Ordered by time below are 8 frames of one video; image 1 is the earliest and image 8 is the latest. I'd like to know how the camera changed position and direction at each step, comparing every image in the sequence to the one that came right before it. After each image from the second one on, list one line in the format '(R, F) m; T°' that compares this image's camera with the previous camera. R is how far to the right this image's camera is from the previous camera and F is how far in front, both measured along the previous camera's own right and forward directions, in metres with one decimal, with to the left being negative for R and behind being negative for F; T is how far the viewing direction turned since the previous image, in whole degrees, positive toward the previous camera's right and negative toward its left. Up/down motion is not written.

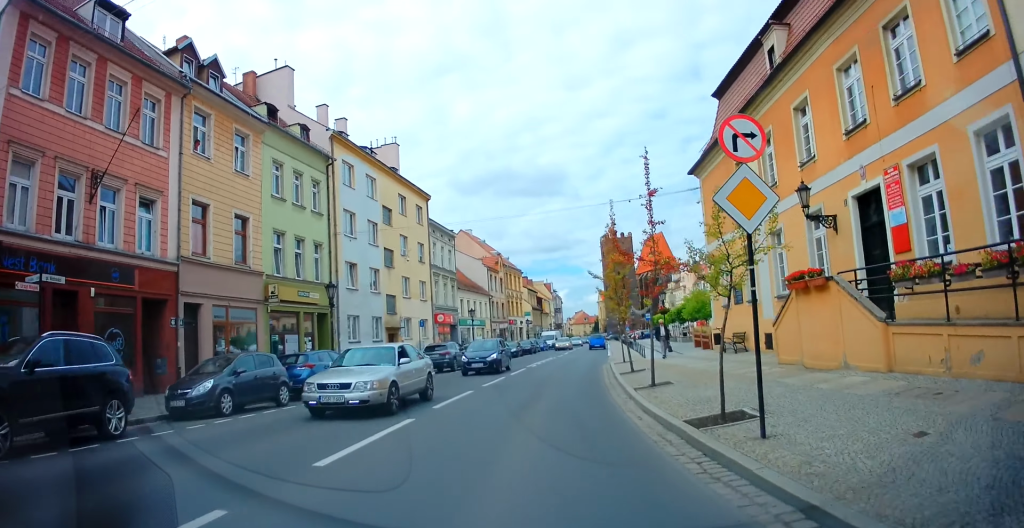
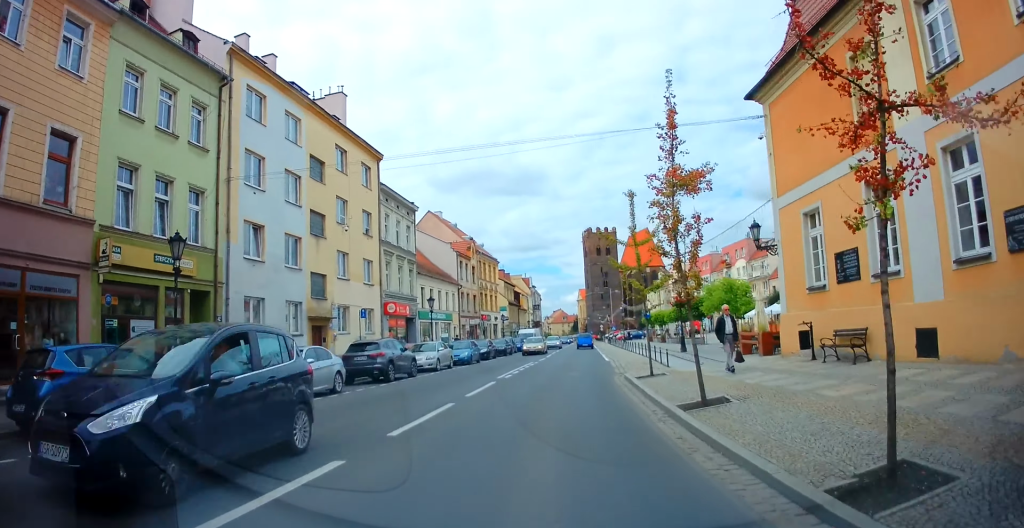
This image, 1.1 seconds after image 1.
(-0.2, +9.9) m; +1°
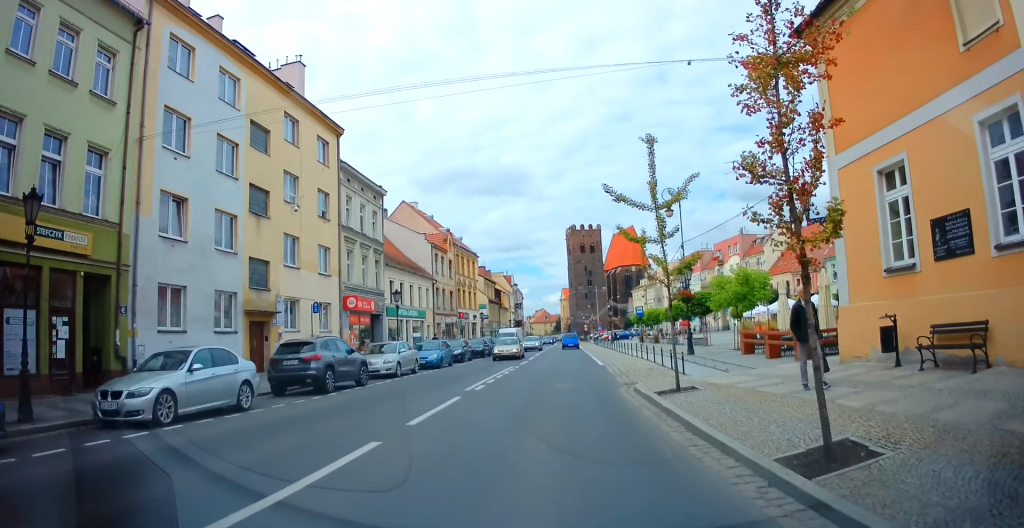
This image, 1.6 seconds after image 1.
(-0.2, +4.7) m; +2°
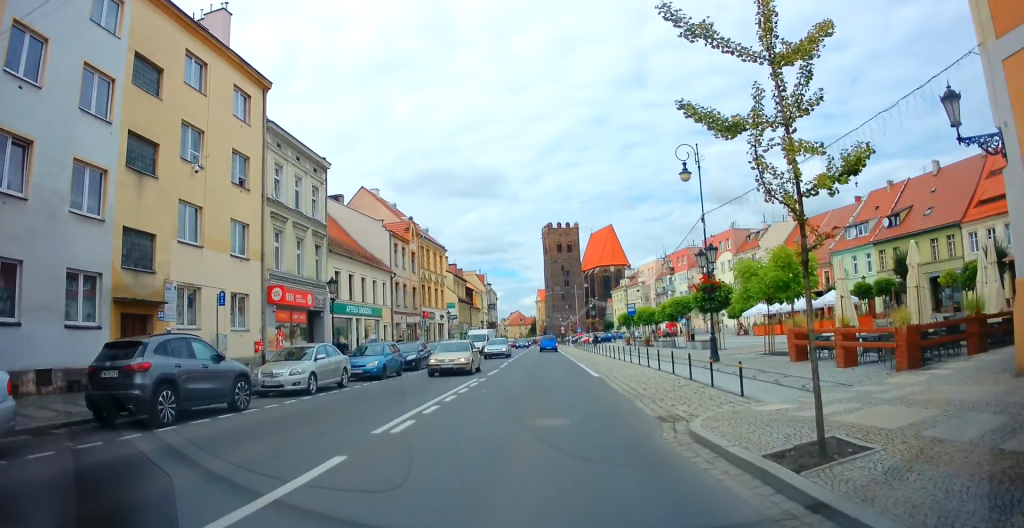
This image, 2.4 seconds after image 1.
(+0.6, +6.7) m; +3°
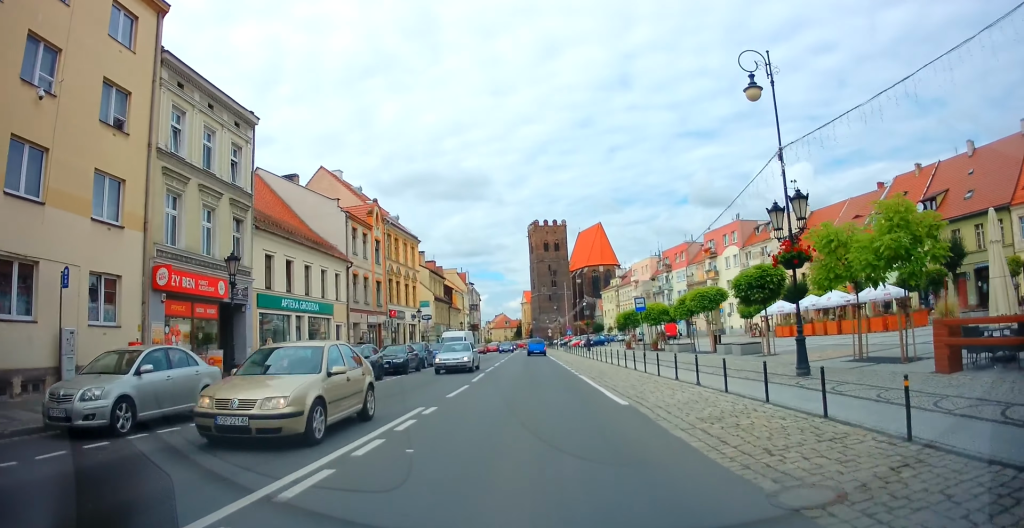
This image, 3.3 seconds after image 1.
(-0.1, +7.6) m; +1°
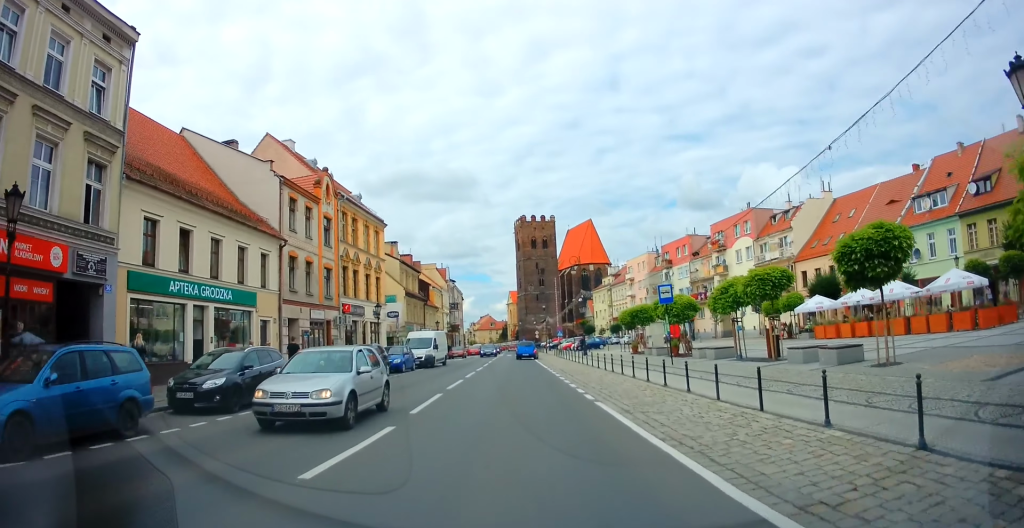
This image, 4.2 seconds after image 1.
(+0.2, +8.5) m; +2°
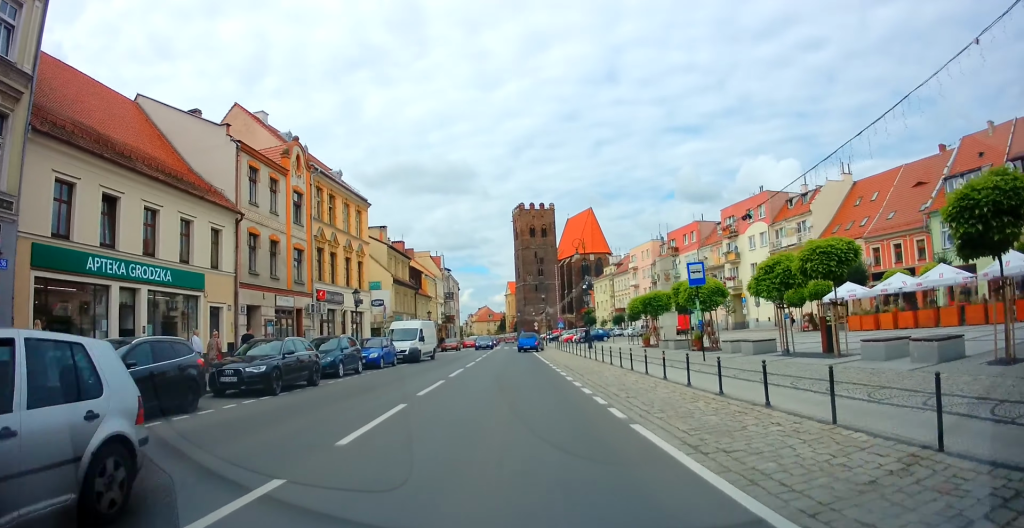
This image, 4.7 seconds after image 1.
(+0.1, +4.4) m; +1°
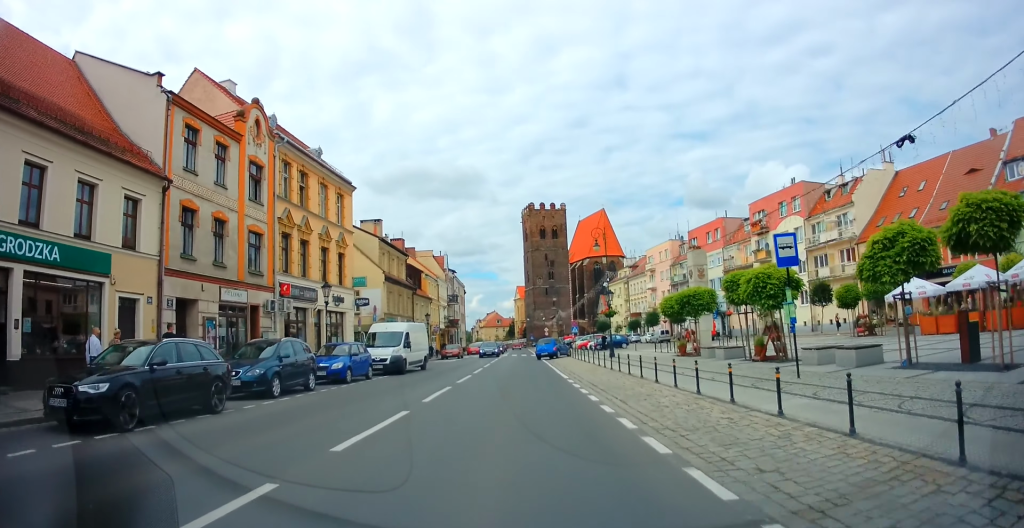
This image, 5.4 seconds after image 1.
(0.0, +6.3) m; -1°
